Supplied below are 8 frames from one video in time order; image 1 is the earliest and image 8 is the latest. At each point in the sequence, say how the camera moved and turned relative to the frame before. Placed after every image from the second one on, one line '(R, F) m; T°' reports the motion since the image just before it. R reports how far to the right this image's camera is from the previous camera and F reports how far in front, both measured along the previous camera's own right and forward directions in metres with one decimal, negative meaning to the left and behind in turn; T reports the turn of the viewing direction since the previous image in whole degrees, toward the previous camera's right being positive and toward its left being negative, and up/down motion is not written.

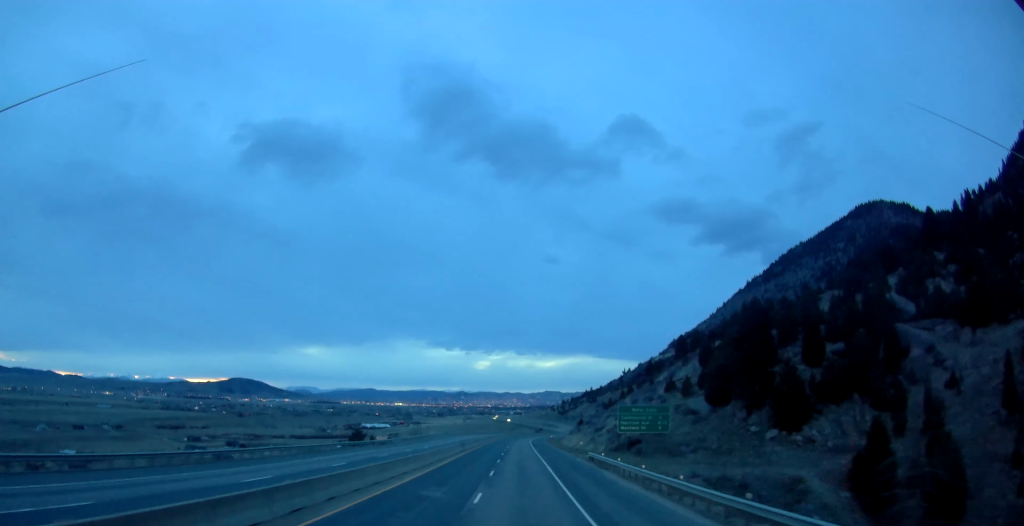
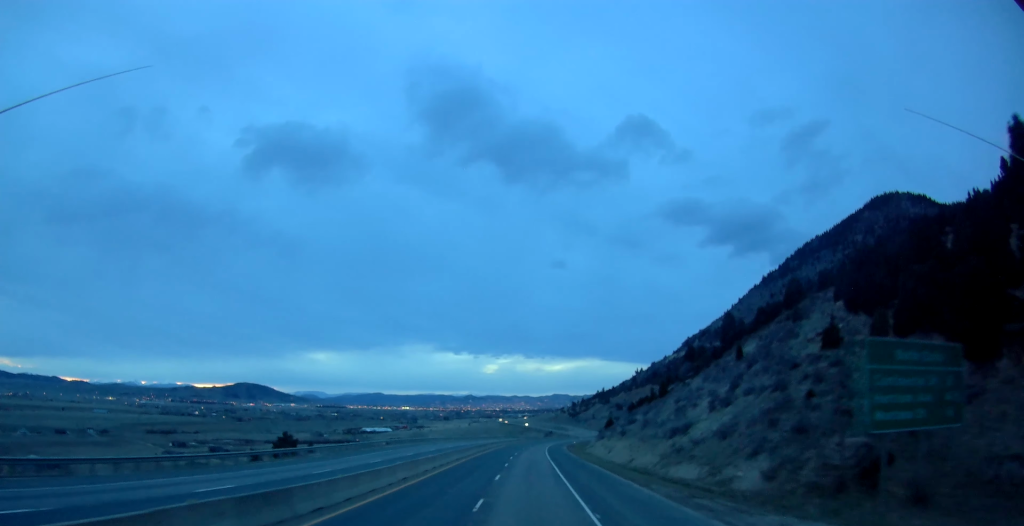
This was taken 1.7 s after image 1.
(-0.7, +51.4) m; -1°
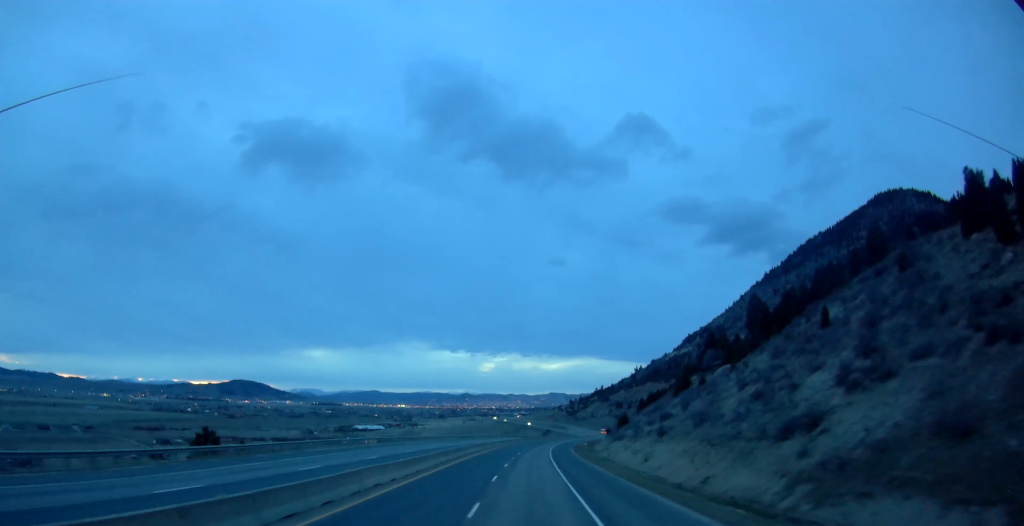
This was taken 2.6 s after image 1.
(0.0, +26.4) m; +1°
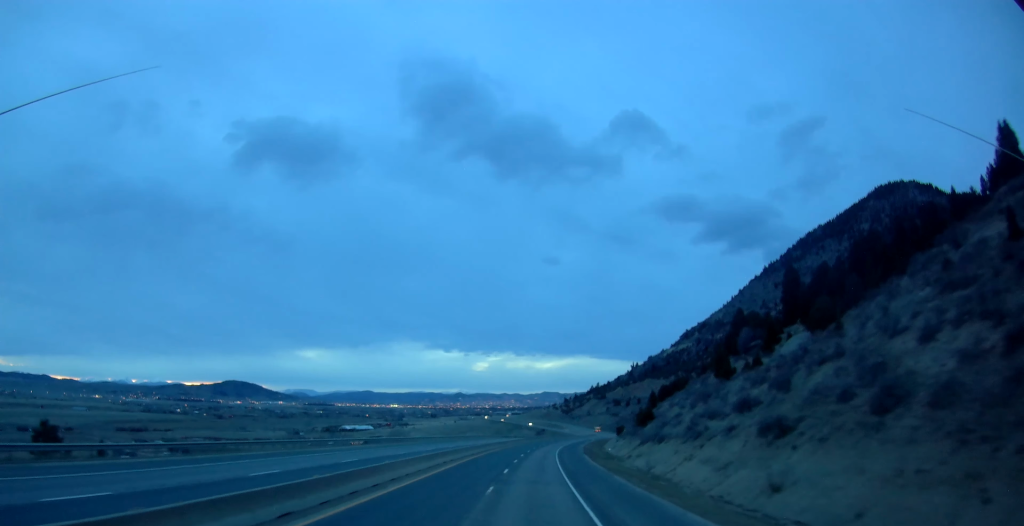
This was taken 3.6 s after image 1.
(+0.3, +30.1) m; +1°
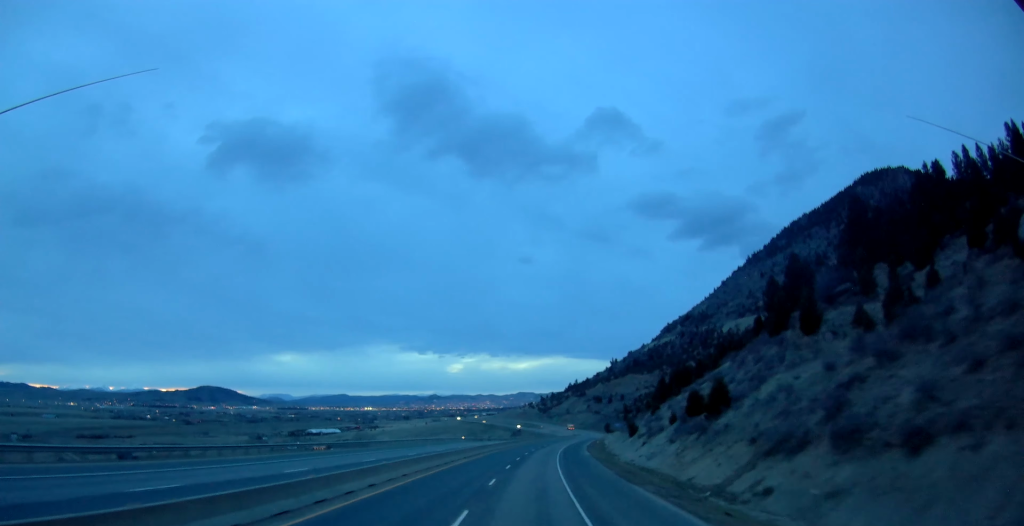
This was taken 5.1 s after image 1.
(+0.2, +45.2) m; 0°
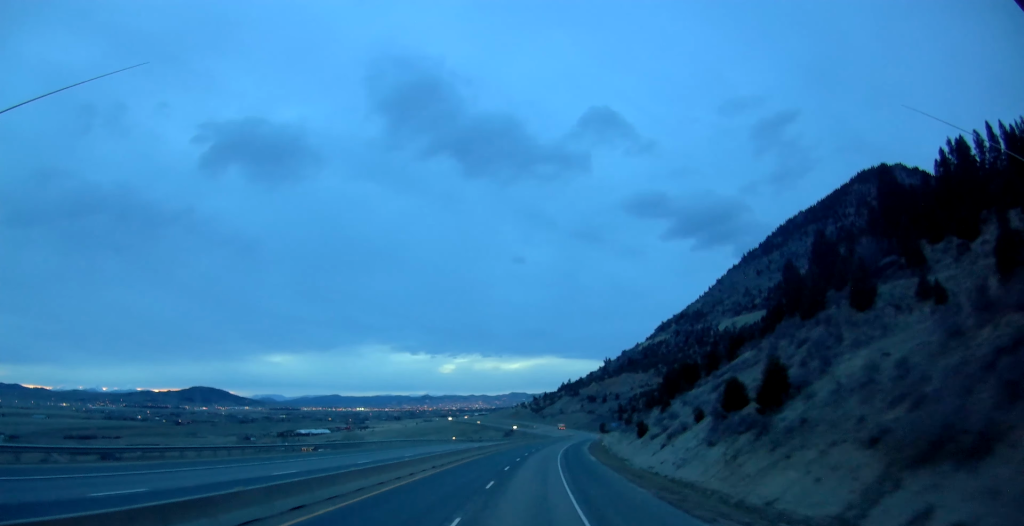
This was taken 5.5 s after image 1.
(-0.2, +13.9) m; 0°
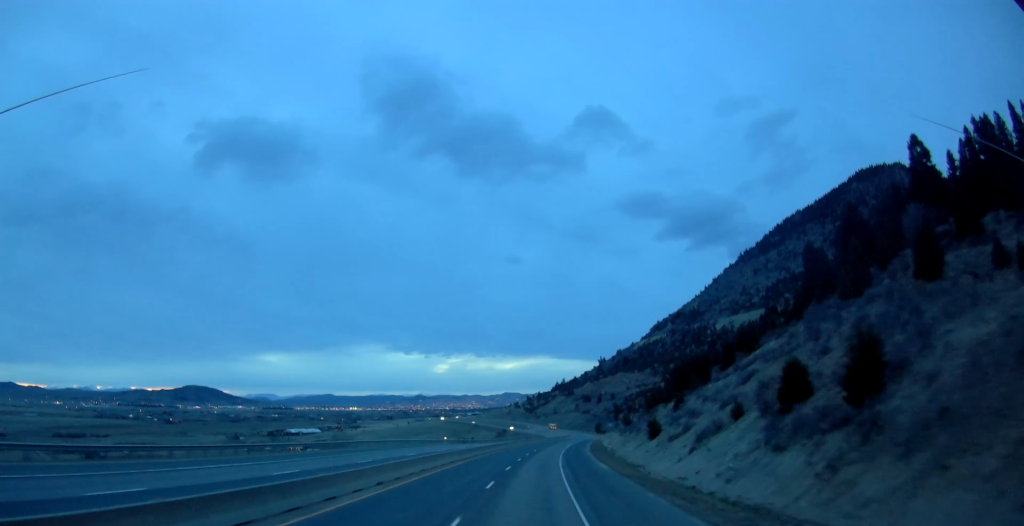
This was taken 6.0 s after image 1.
(+0.2, +12.6) m; +1°
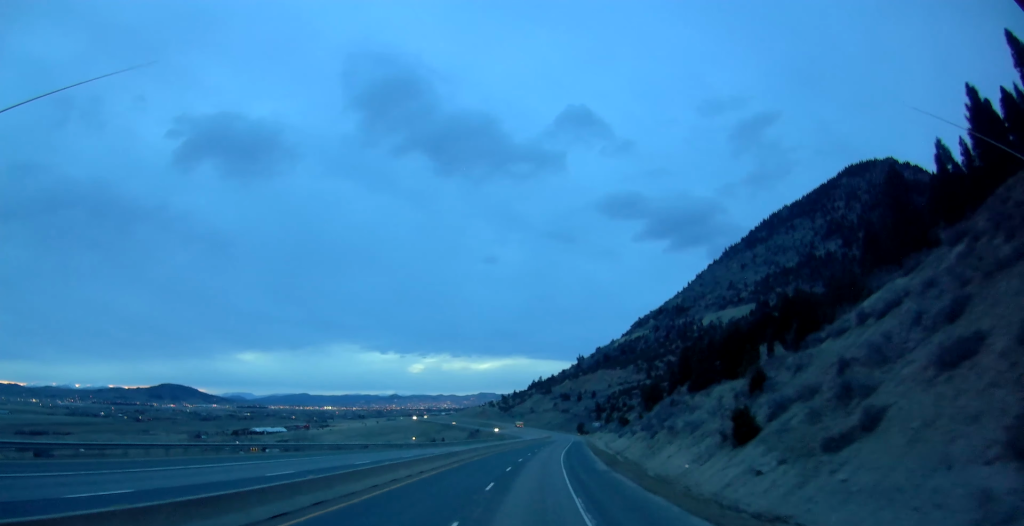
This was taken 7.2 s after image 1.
(+0.8, +37.8) m; +2°
